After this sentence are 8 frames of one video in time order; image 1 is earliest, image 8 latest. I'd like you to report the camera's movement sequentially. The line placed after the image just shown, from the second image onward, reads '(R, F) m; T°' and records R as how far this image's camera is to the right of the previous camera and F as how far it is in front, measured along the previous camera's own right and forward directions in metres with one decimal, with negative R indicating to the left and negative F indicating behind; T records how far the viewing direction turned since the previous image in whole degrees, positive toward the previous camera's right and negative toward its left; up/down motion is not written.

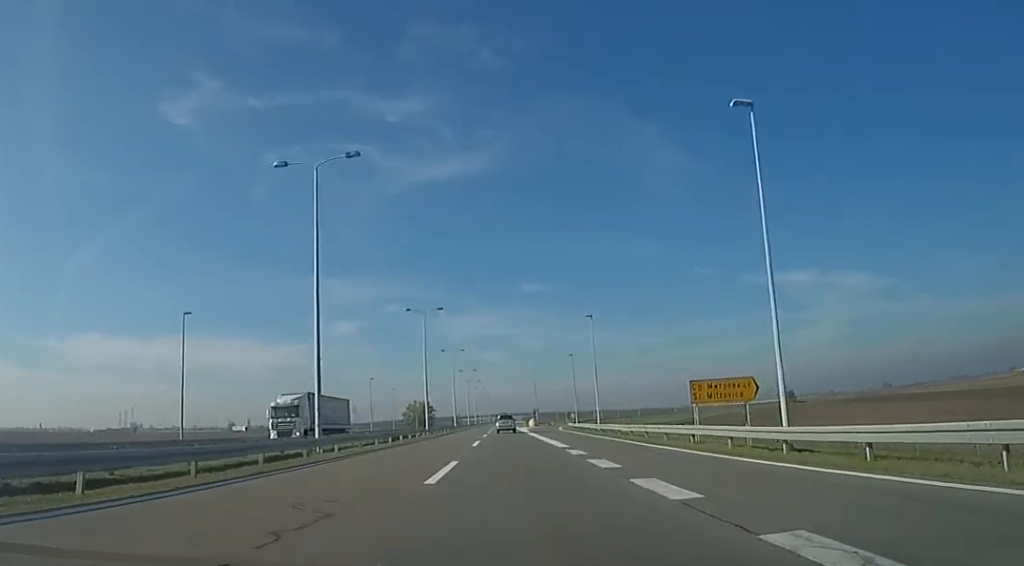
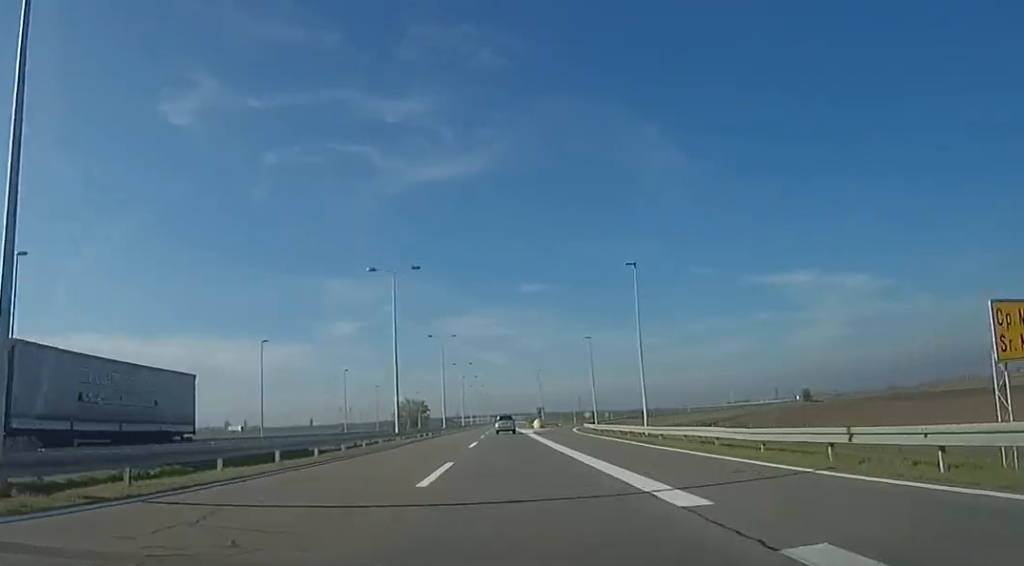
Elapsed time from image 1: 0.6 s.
(+0.8, +18.4) m; 0°
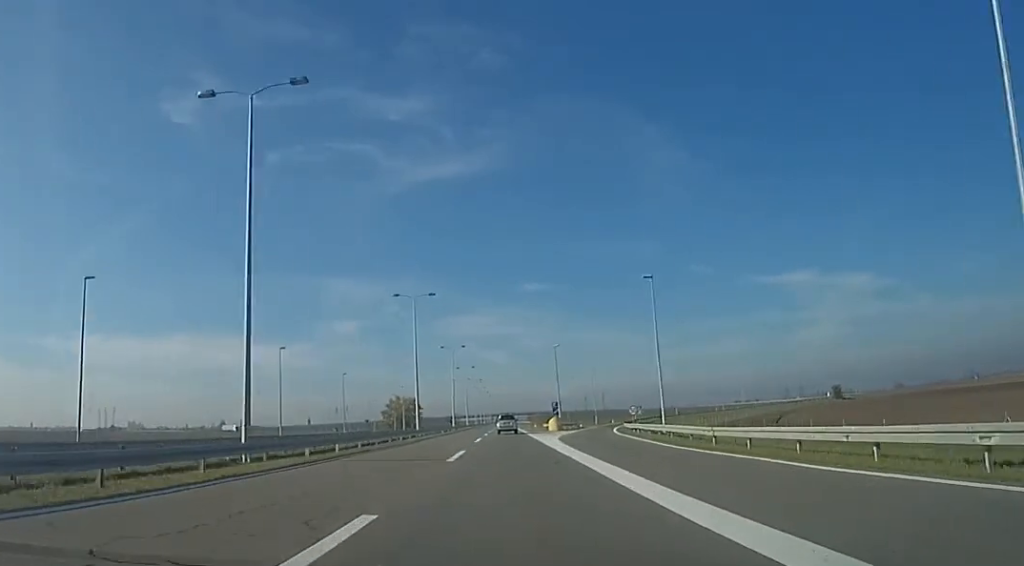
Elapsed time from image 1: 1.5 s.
(-1.1, +28.8) m; 0°
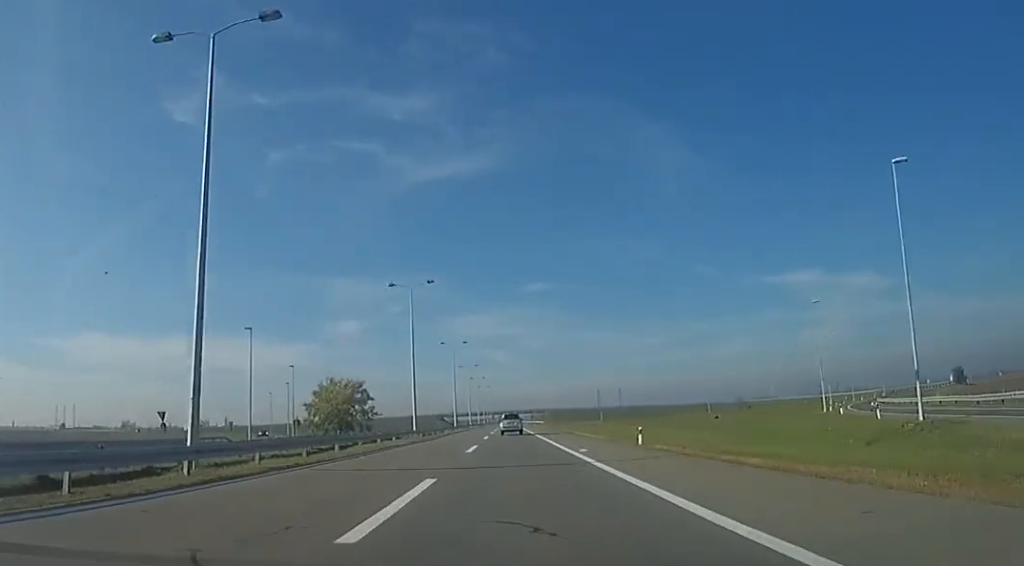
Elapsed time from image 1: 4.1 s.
(-1.0, +85.5) m; -2°
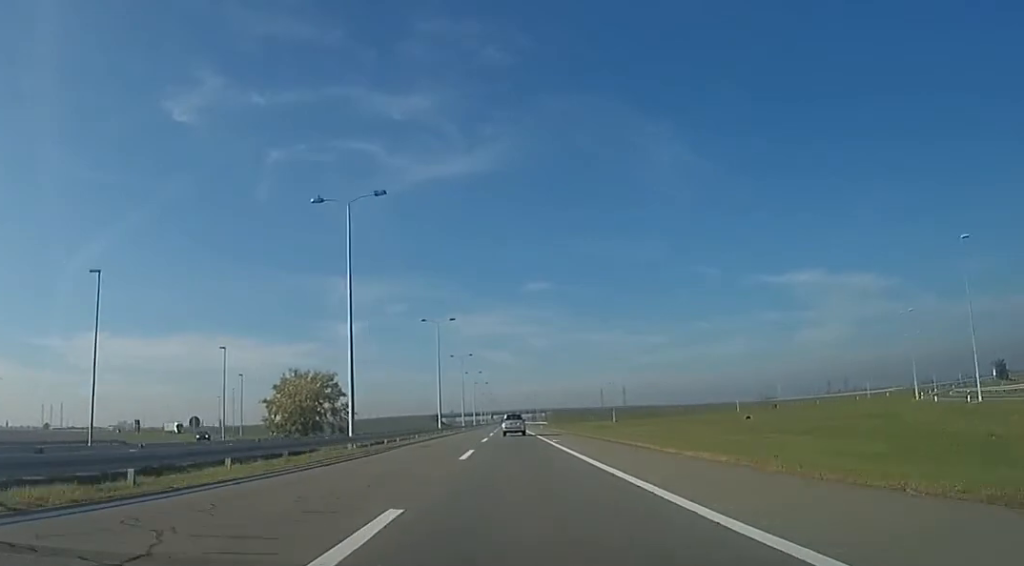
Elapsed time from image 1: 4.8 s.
(-0.1, +22.3) m; +2°
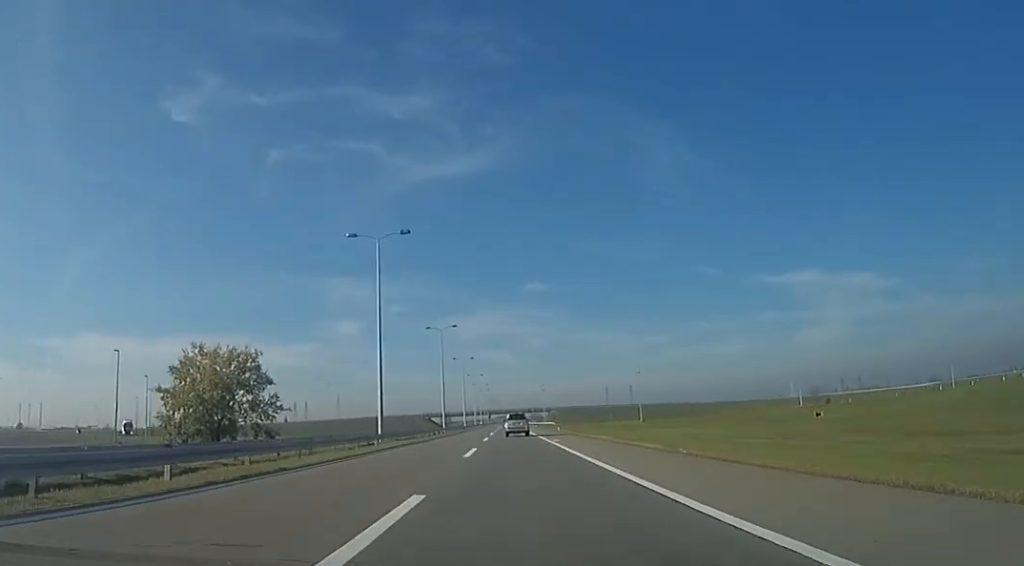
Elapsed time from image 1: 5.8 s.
(+1.1, +34.7) m; 0°
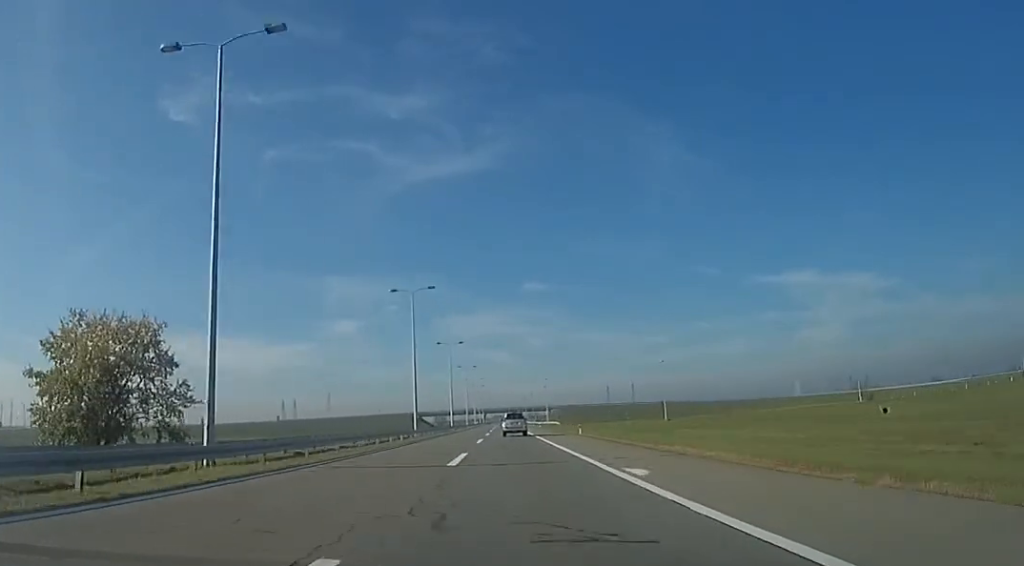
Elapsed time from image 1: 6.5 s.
(-1.0, +22.6) m; 0°
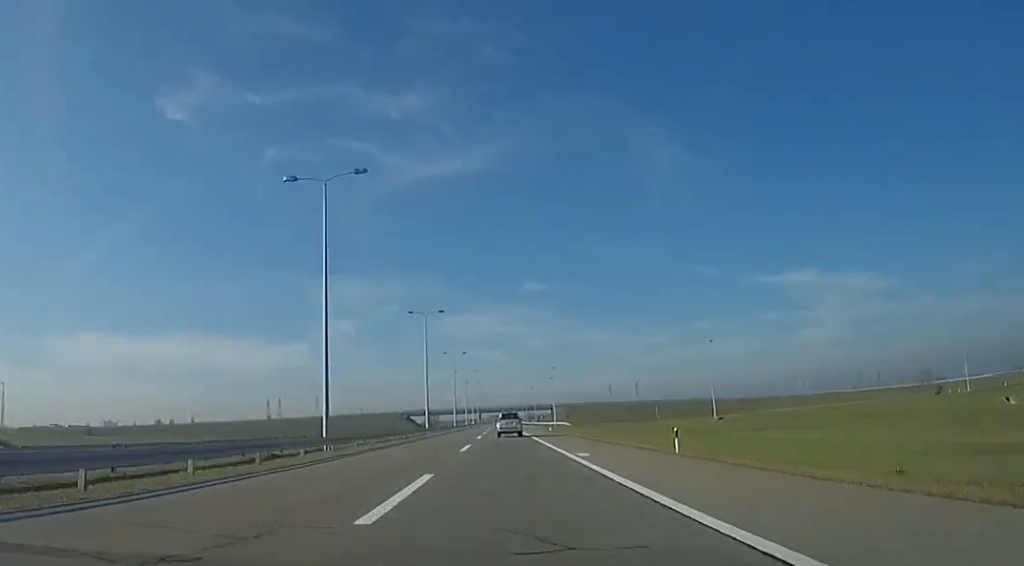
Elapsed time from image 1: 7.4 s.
(+0.9, +27.6) m; 0°
